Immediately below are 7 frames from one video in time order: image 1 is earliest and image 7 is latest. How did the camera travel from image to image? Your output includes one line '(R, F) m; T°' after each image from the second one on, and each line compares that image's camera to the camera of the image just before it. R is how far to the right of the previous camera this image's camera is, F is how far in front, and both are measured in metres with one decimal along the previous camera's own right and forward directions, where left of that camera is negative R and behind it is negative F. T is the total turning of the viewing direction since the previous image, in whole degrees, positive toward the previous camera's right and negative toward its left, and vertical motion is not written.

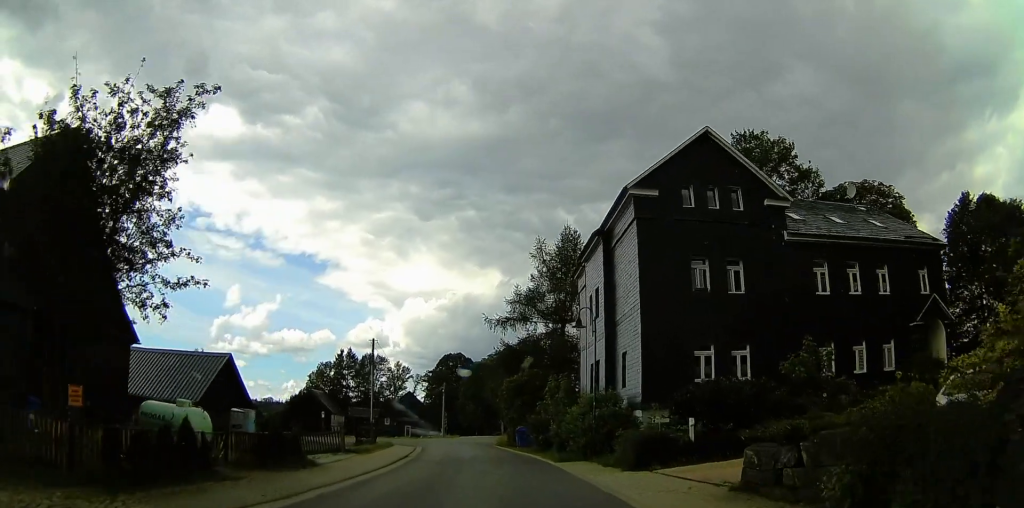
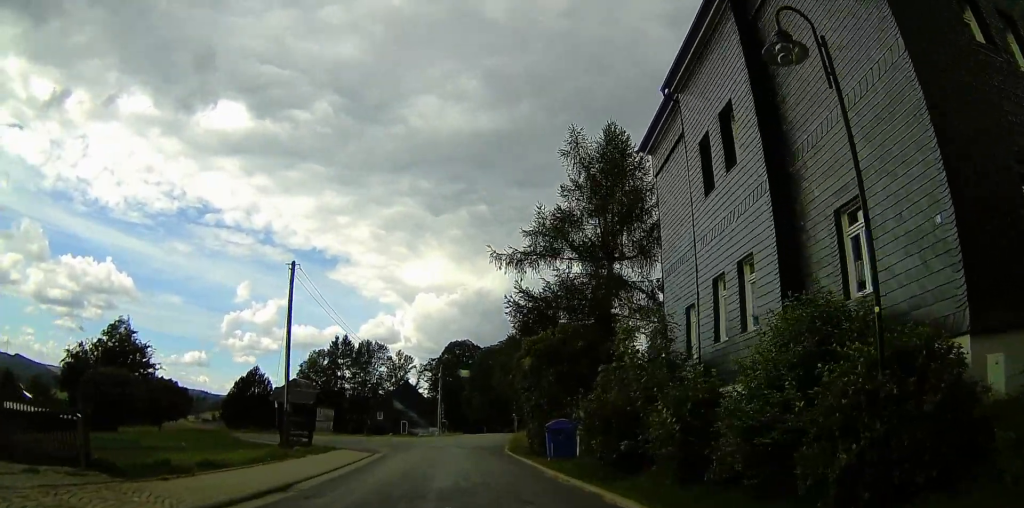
(0.0, +17.9) m; 0°
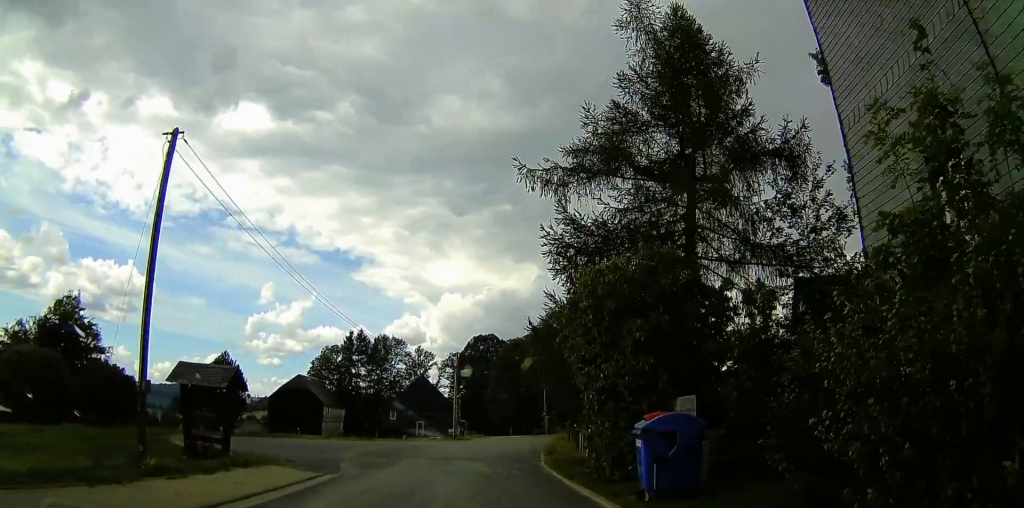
(0.0, +10.1) m; 0°
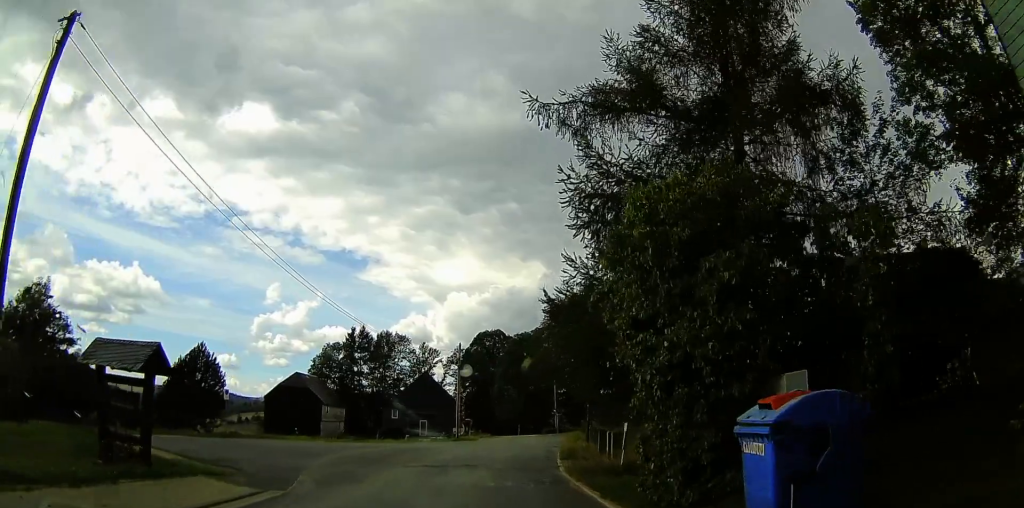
(0.0, +4.3) m; 0°
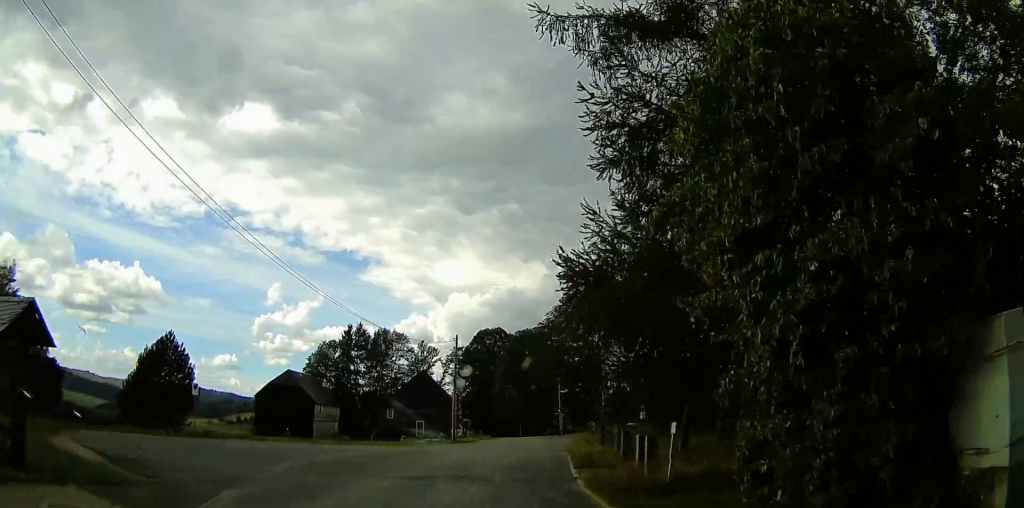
(0.0, +4.1) m; -1°
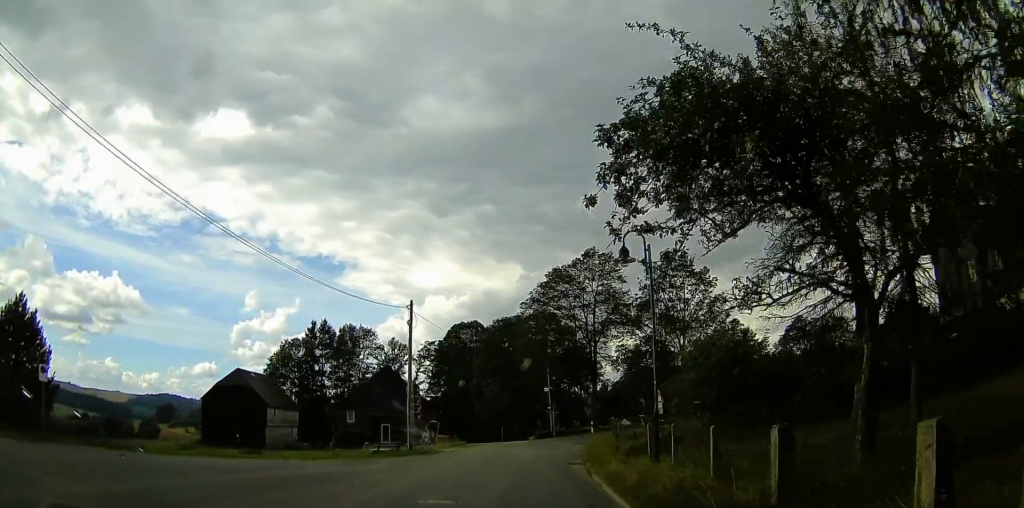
(-0.4, +10.5) m; -3°
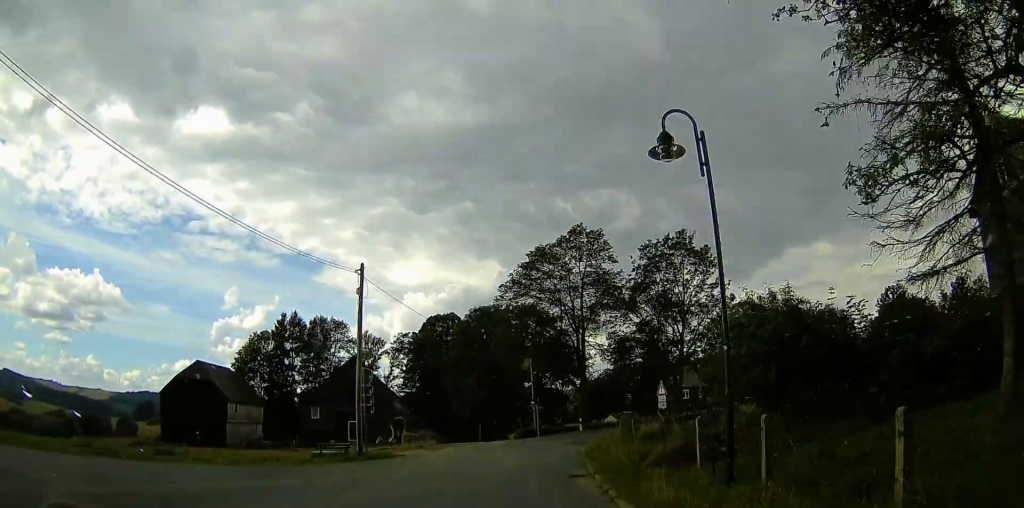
(0.0, +5.3) m; 0°
